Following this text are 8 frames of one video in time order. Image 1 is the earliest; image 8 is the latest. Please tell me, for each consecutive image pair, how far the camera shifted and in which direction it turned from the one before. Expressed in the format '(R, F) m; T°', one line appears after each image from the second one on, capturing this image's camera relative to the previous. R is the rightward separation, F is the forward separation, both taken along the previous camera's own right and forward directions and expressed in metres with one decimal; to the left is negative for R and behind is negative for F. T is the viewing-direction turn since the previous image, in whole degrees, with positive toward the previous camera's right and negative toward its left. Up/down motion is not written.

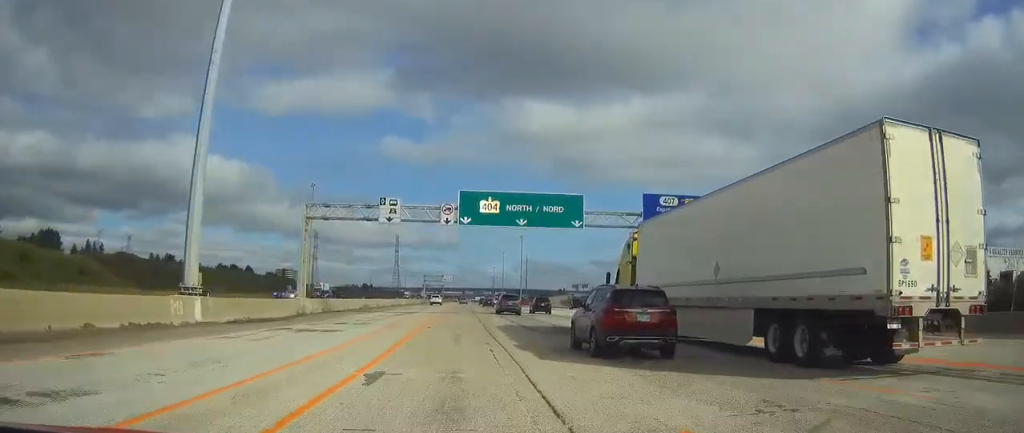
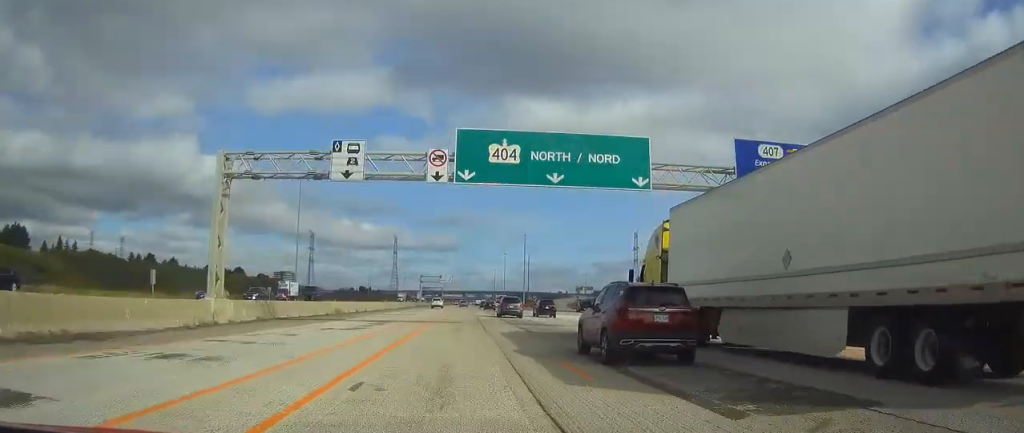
(0.0, +17.4) m; 0°
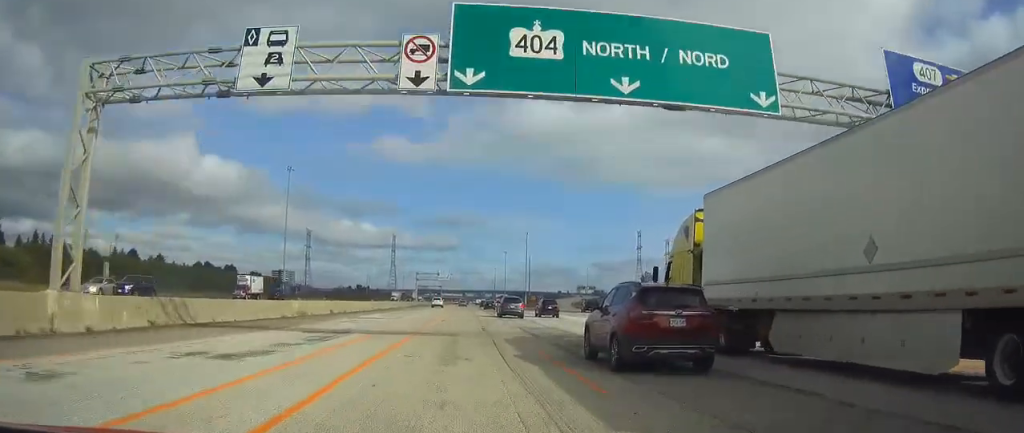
(0.0, +13.3) m; 0°
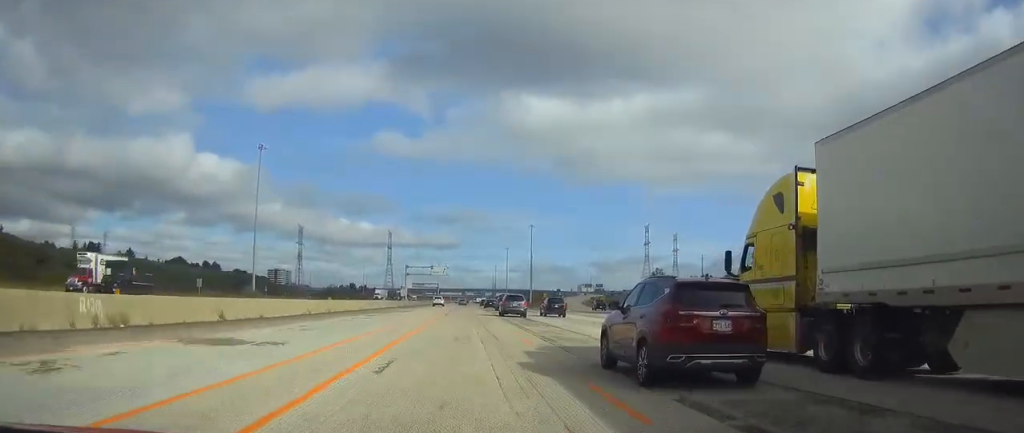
(0.0, +26.7) m; 0°
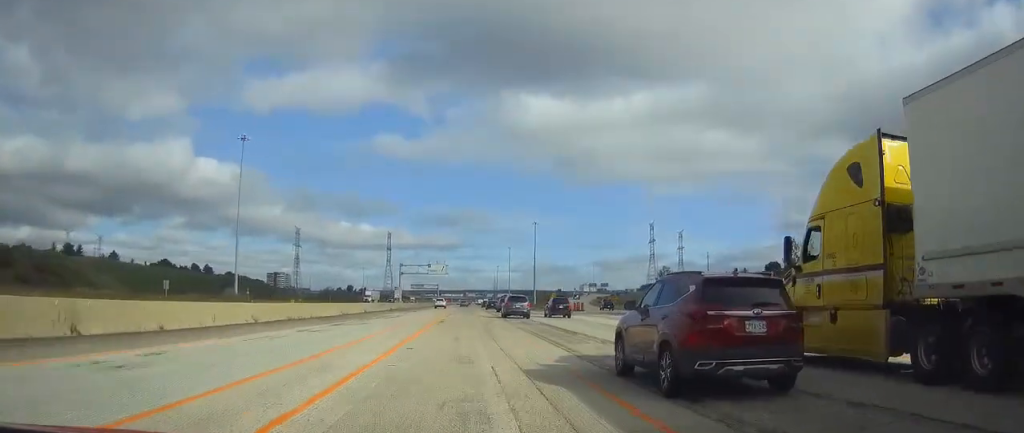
(0.0, +13.4) m; 0°
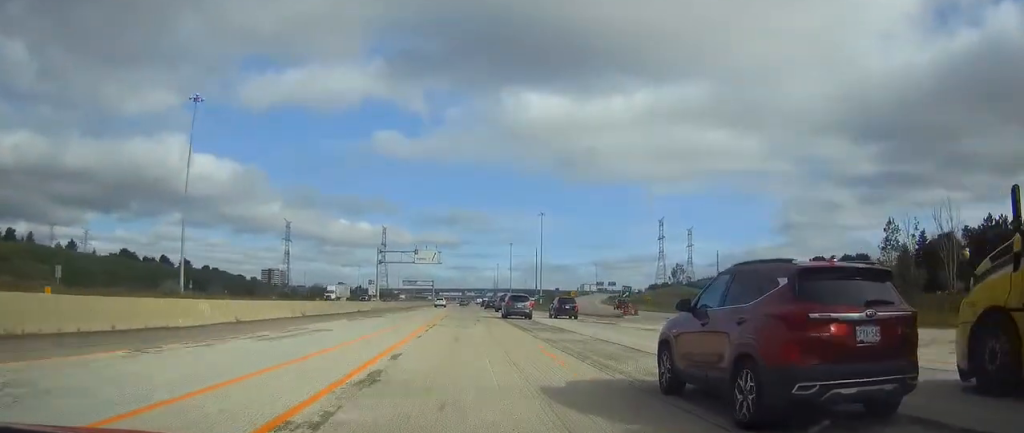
(+0.1, +28.9) m; 0°
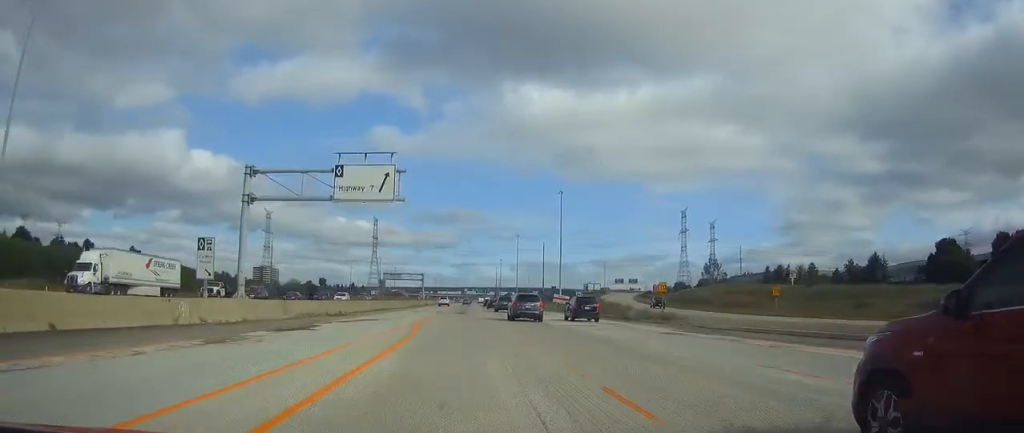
(-0.1, +55.0) m; 0°
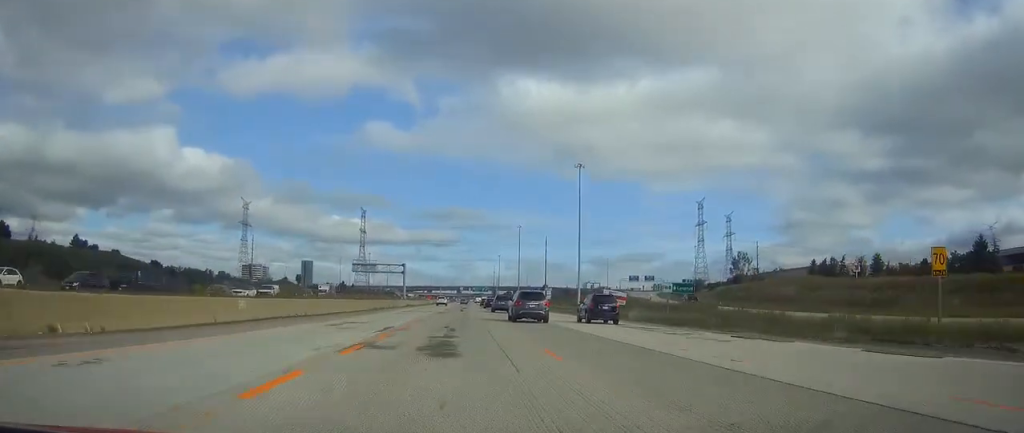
(0.0, +42.7) m; 0°
